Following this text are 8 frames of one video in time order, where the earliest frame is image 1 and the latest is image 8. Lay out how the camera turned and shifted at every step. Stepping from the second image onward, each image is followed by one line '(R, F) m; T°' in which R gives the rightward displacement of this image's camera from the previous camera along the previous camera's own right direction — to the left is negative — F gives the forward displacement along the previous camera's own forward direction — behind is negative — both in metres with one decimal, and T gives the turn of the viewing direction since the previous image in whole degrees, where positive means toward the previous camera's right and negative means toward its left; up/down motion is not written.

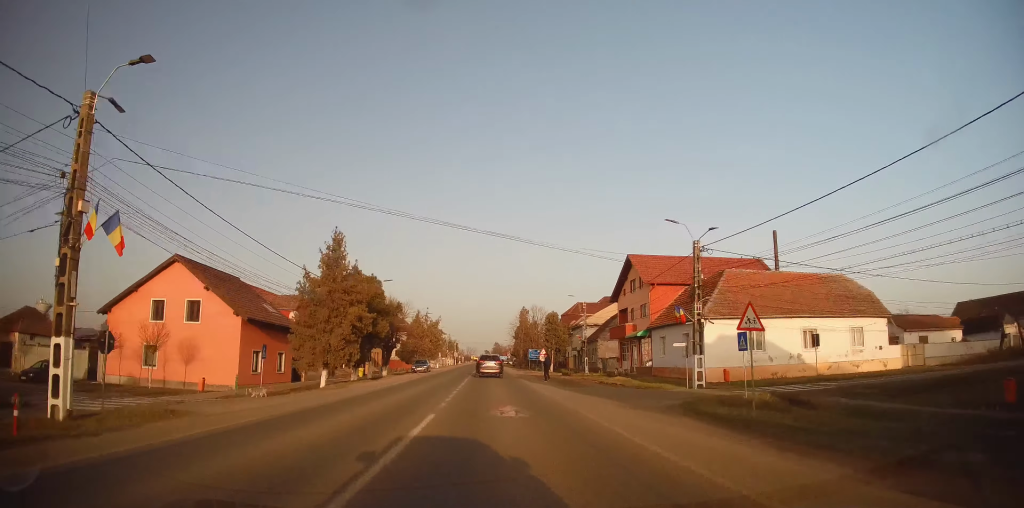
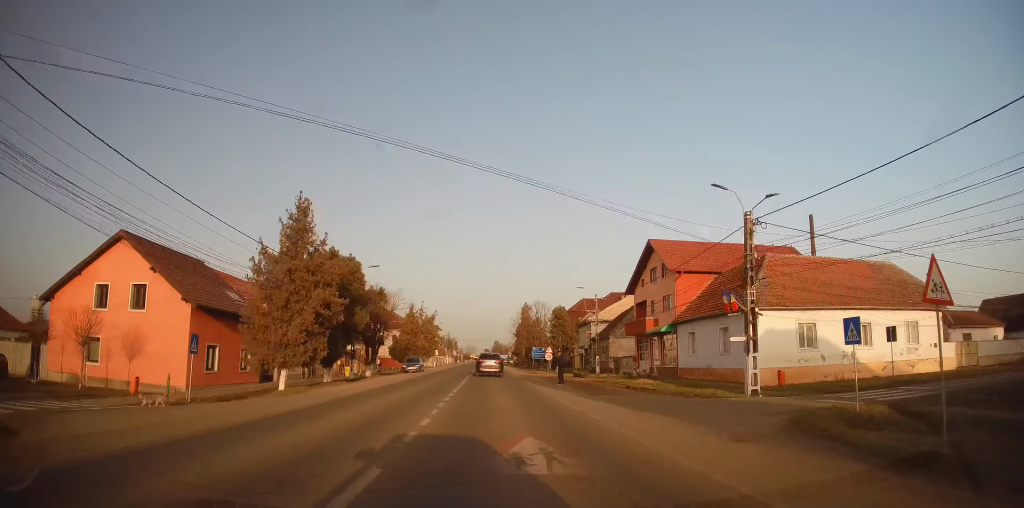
(0.0, +6.3) m; 0°
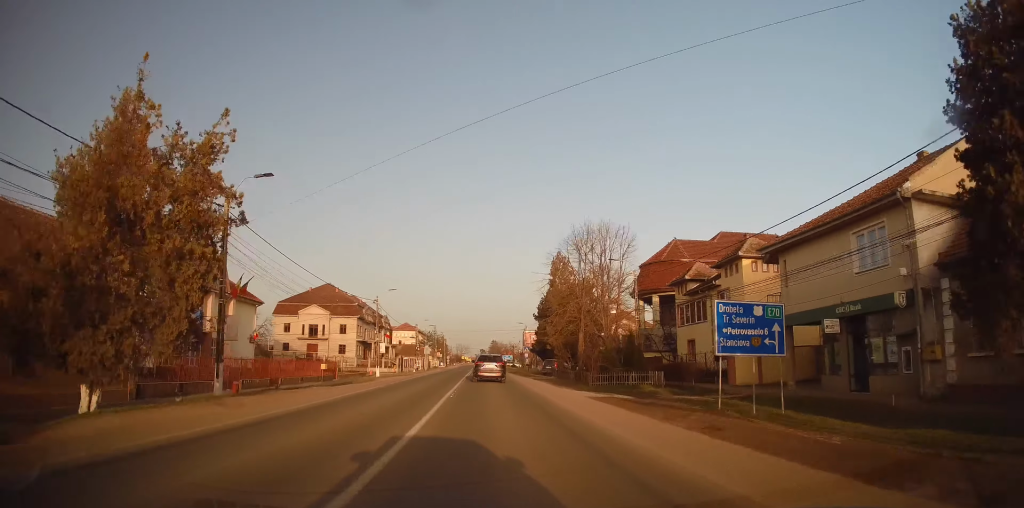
(+0.9, +57.4) m; +1°
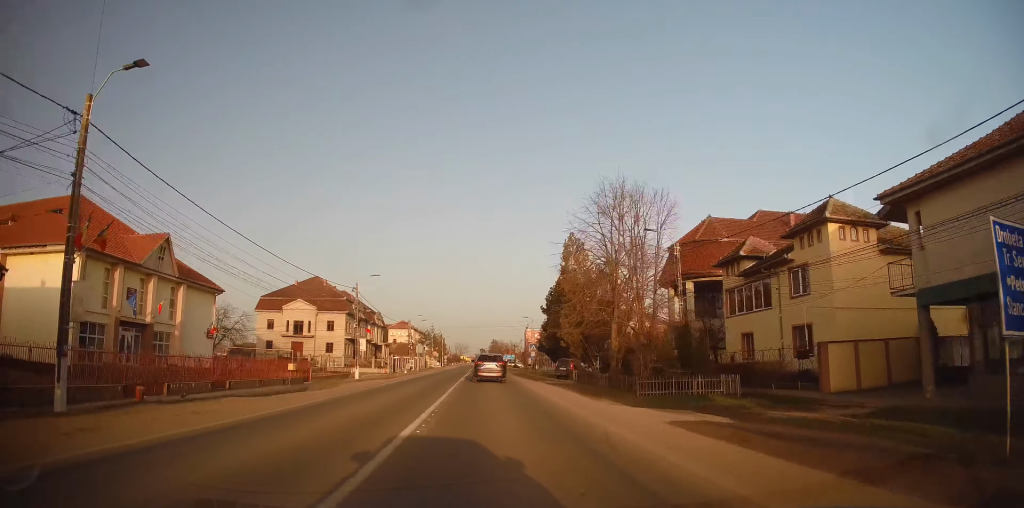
(0.0, +9.1) m; +1°
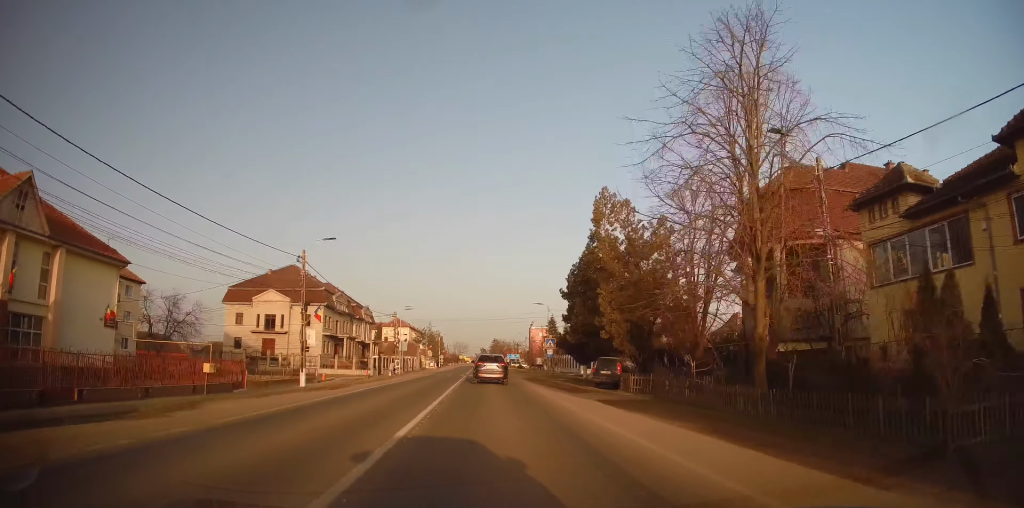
(+0.3, +14.2) m; 0°
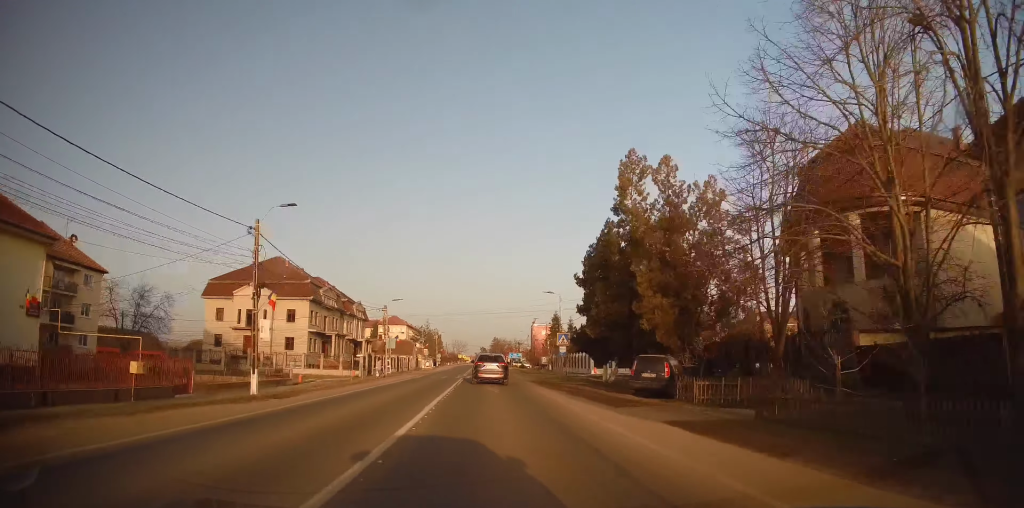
(-0.2, +7.1) m; -1°
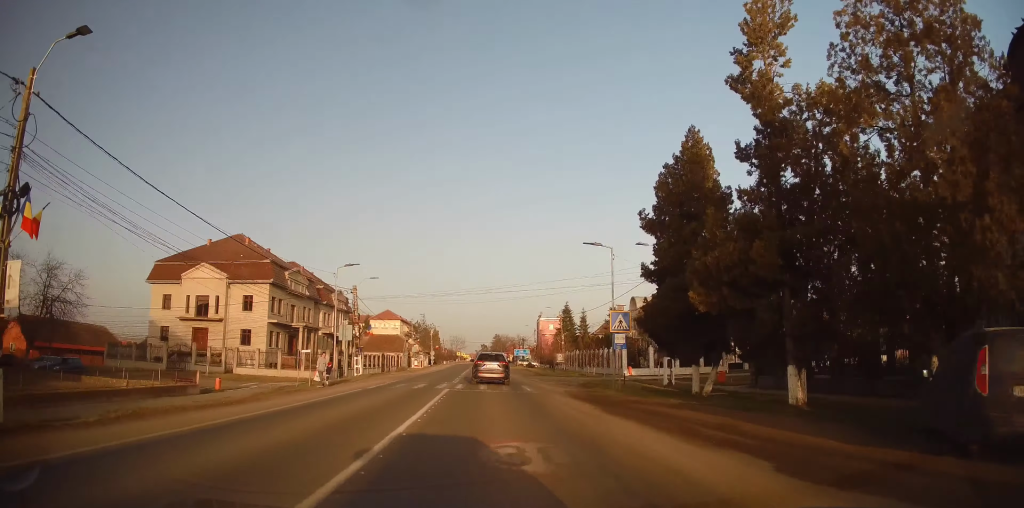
(-0.1, +15.7) m; -1°
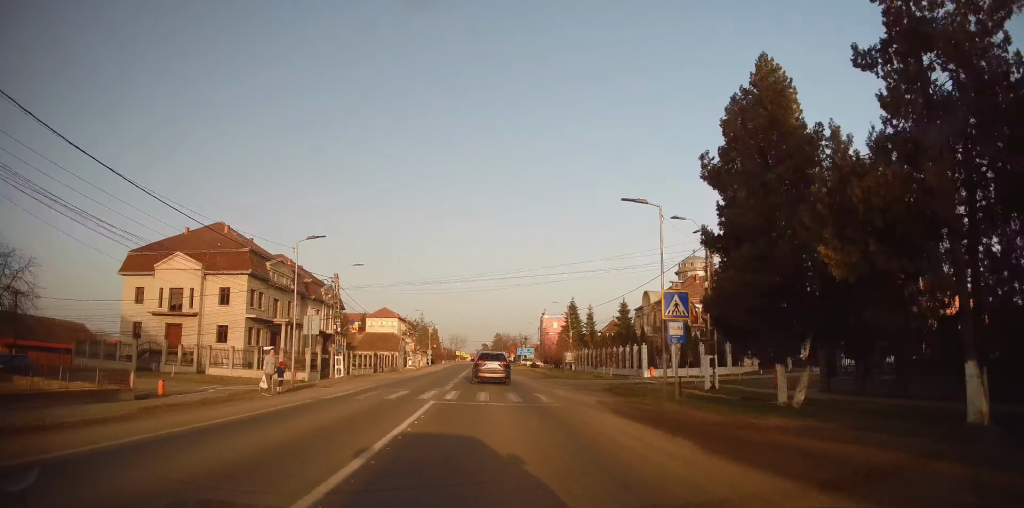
(0.0, +6.6) m; 0°
